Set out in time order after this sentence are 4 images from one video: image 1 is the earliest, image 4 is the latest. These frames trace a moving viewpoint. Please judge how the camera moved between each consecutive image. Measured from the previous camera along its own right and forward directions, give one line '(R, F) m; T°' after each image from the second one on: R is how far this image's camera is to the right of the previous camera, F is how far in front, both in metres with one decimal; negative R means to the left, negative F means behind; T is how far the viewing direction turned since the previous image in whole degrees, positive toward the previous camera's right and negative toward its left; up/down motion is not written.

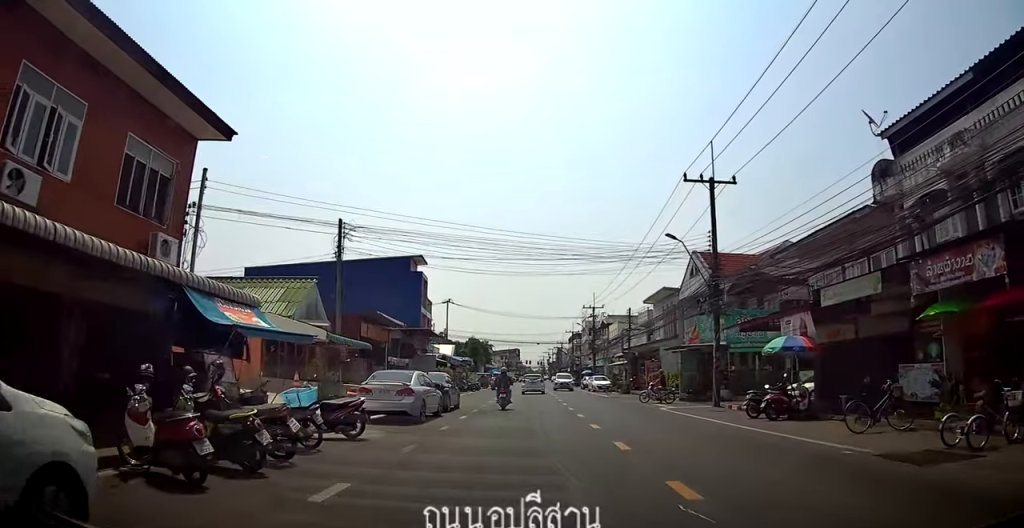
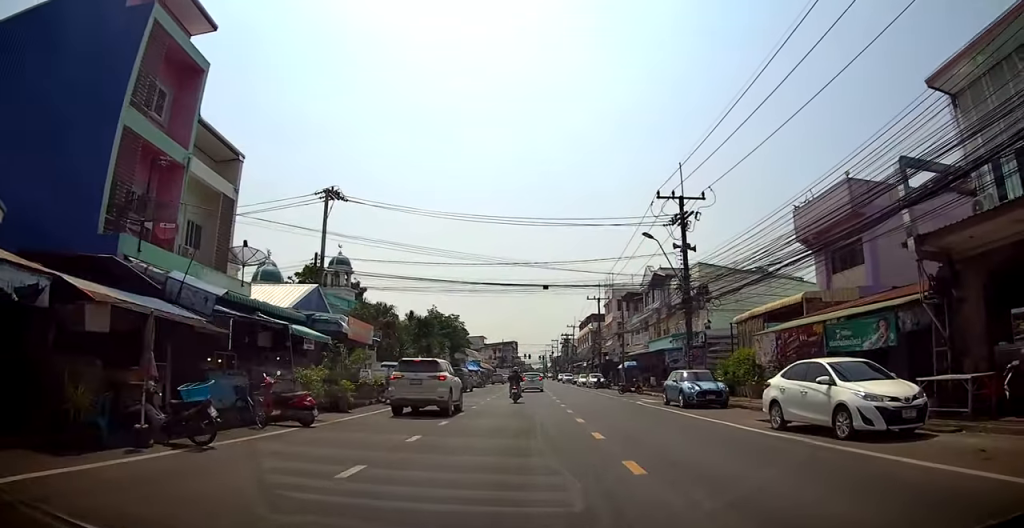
(-0.2, +42.9) m; 0°
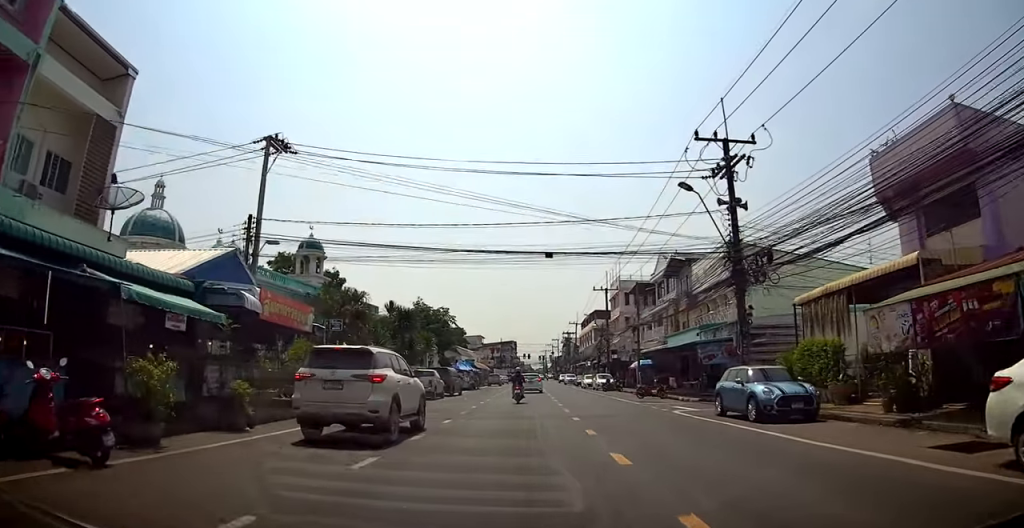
(0.0, +7.1) m; 0°
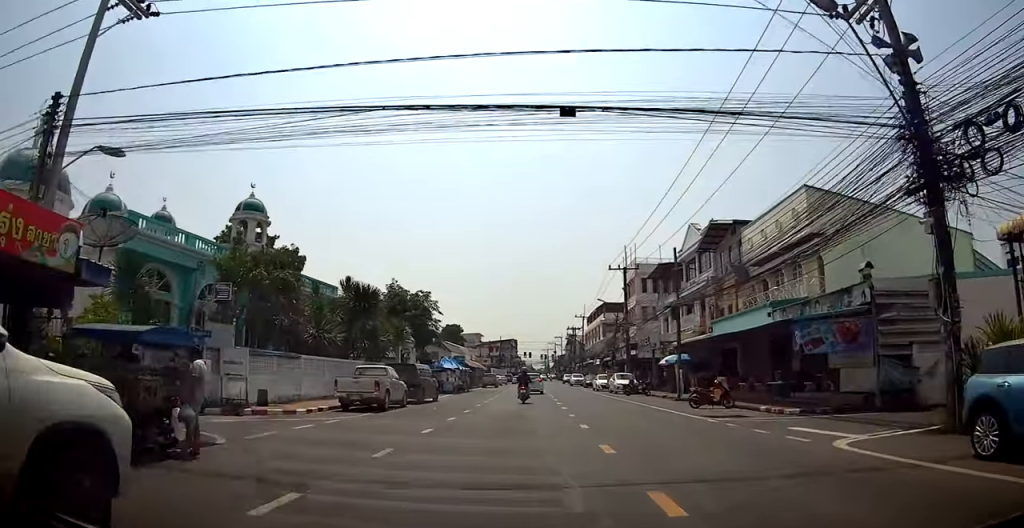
(+0.1, +10.8) m; 0°
